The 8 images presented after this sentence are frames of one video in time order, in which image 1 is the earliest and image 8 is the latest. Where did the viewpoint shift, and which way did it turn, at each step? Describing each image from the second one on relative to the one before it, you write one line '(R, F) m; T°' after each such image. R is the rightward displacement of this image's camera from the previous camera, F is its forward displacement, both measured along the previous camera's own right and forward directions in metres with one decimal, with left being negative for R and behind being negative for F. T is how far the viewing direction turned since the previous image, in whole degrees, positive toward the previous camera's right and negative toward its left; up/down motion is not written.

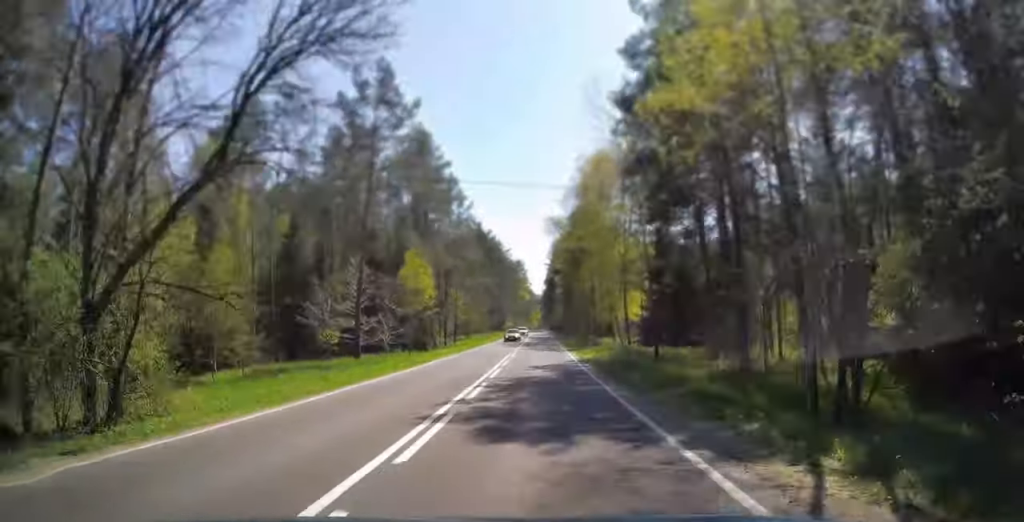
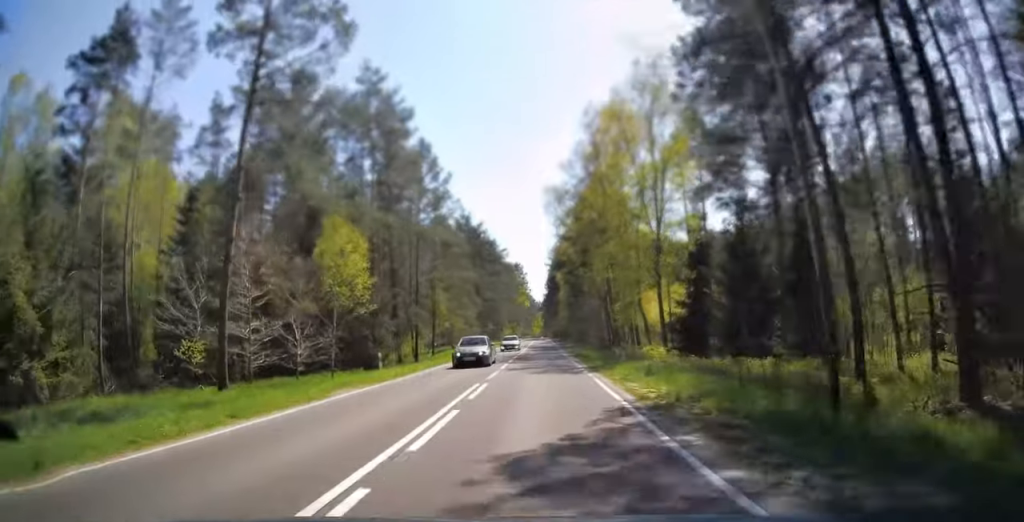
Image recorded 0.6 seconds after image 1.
(0.0, +17.0) m; 0°
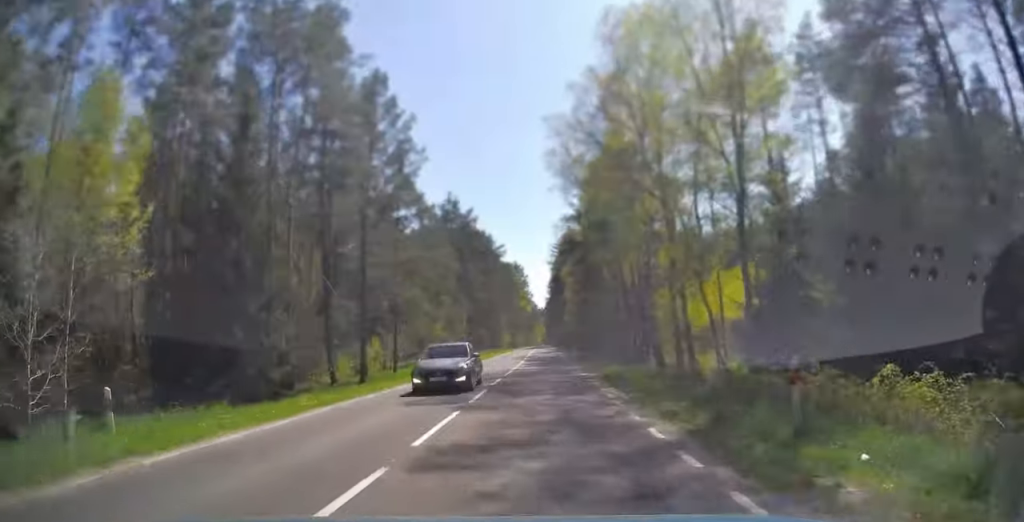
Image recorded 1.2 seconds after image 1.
(-0.1, +17.4) m; 0°
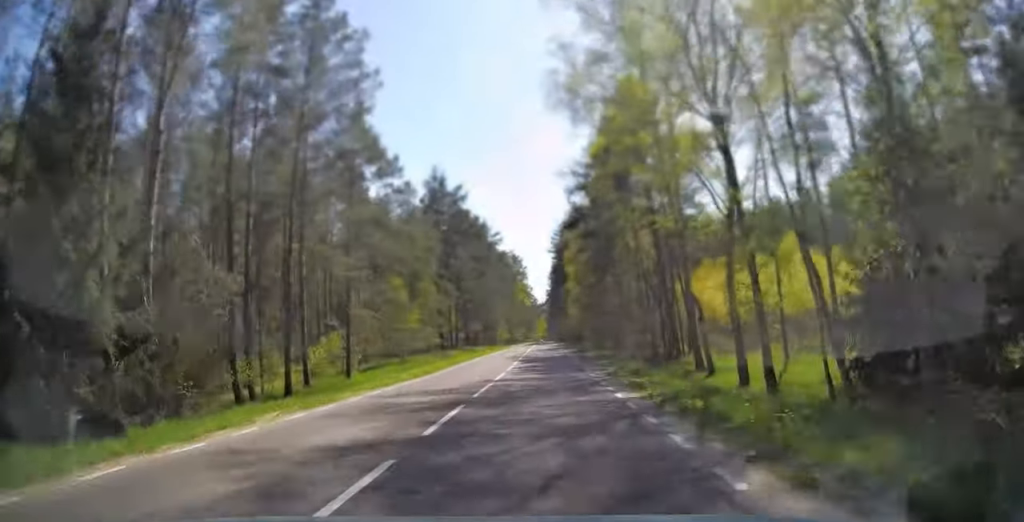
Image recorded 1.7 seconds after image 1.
(-0.1, +11.4) m; 0°
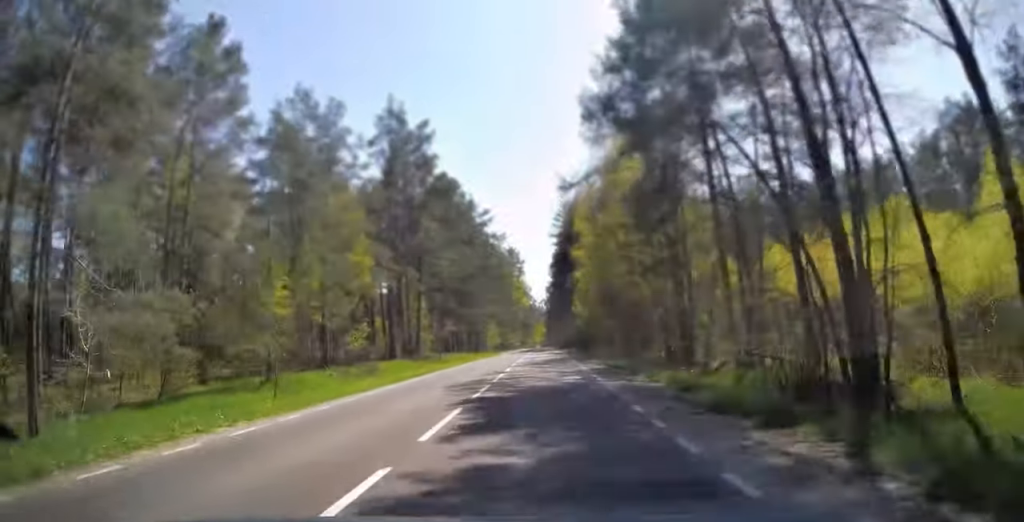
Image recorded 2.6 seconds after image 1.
(0.0, +24.1) m; 0°
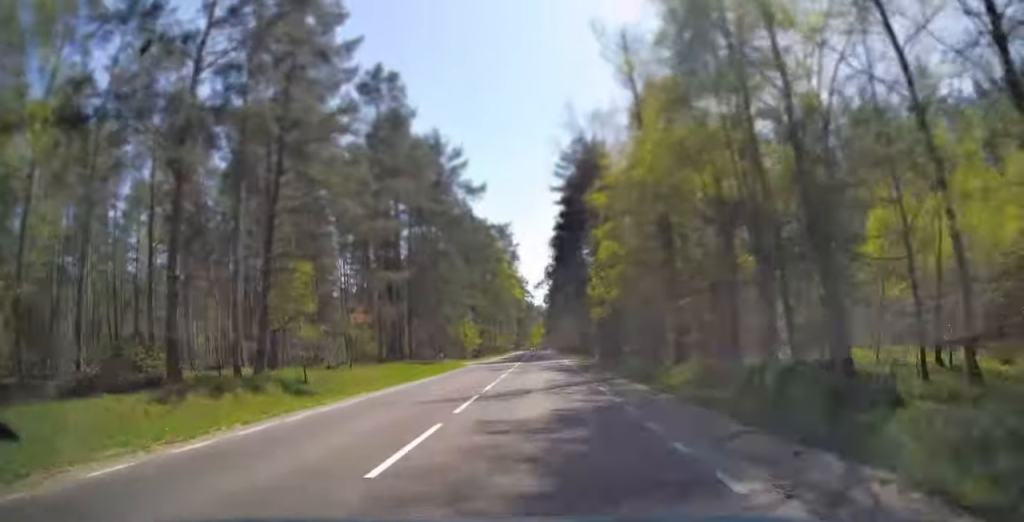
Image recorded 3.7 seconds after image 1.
(+0.1, +31.7) m; 0°
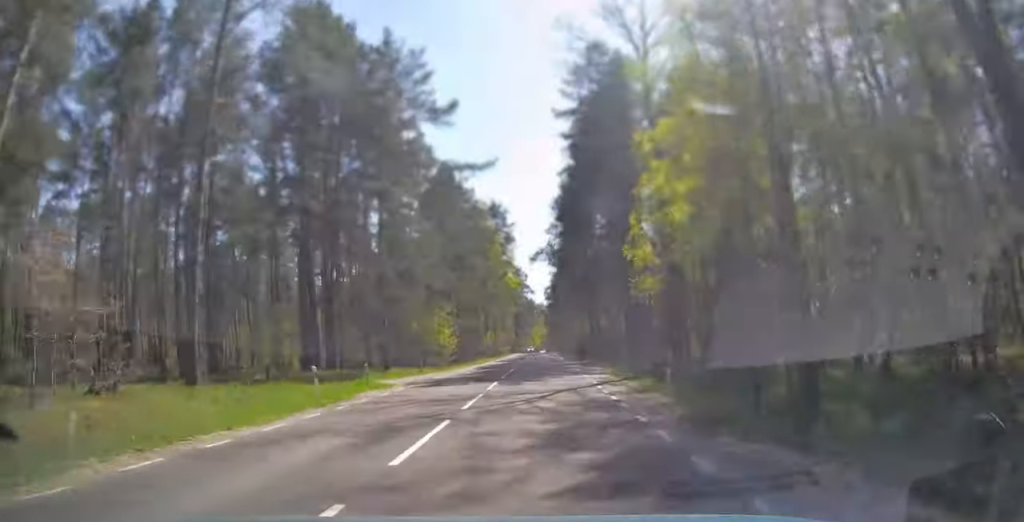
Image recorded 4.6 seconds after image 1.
(-0.1, +23.1) m; 0°
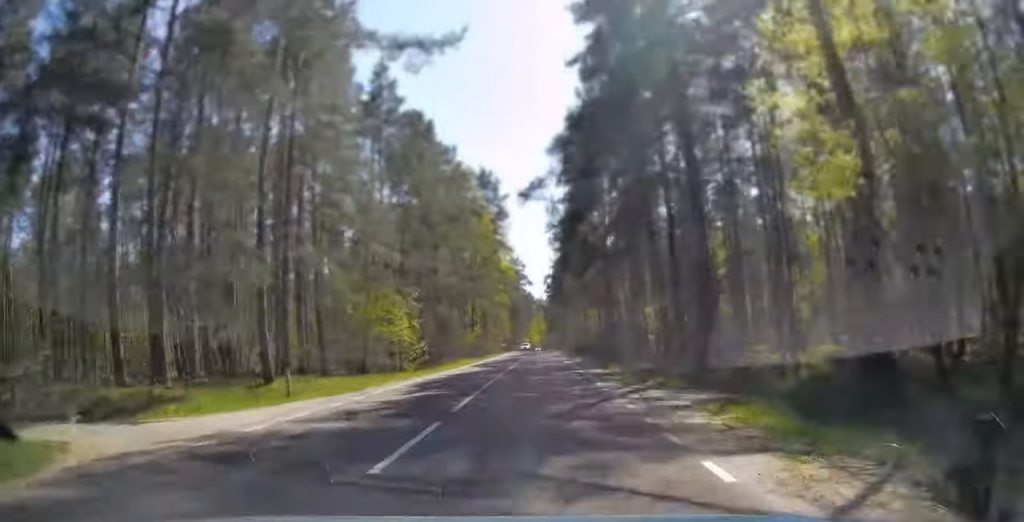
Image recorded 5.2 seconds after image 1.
(0.0, +18.6) m; 0°
